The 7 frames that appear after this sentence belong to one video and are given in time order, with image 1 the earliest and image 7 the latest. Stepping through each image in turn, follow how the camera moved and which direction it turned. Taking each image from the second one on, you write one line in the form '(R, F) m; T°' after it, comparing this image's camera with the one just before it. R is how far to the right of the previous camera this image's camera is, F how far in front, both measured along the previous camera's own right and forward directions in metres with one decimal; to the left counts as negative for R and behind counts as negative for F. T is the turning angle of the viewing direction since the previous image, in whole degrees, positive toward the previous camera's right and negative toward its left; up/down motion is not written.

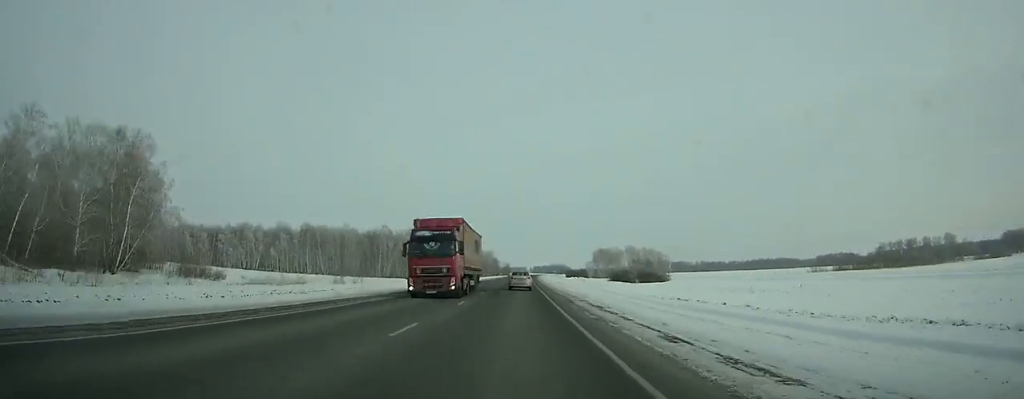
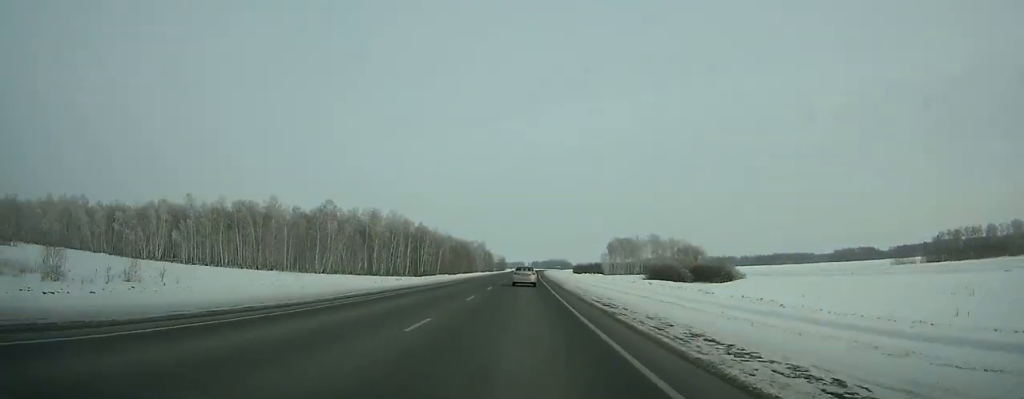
(+0.2, +69.5) m; +1°
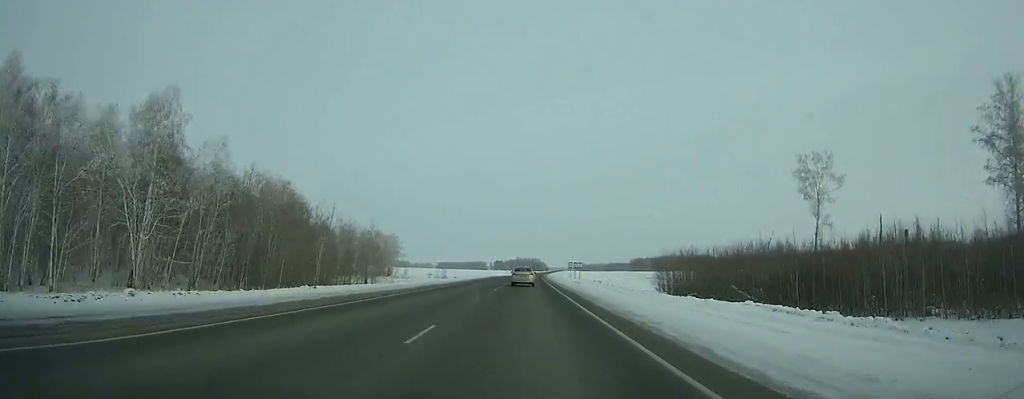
(+8.2, +288.8) m; +3°
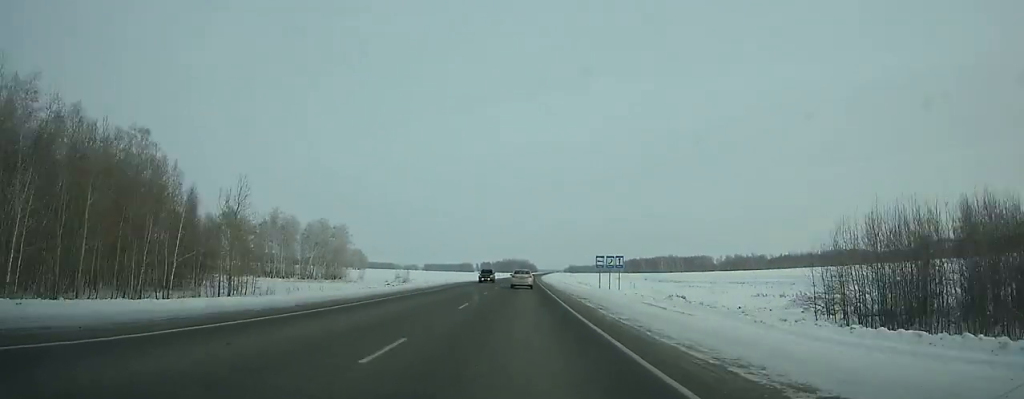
(+0.1, +50.1) m; 0°
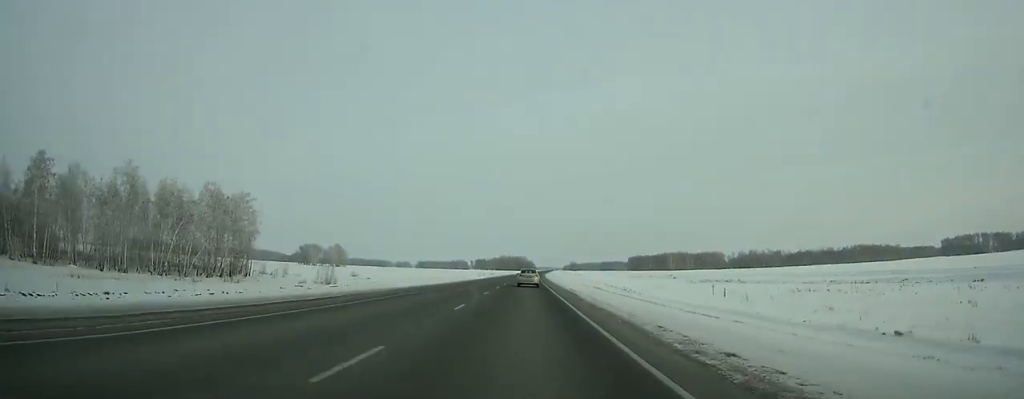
(+0.3, +61.1) m; +1°
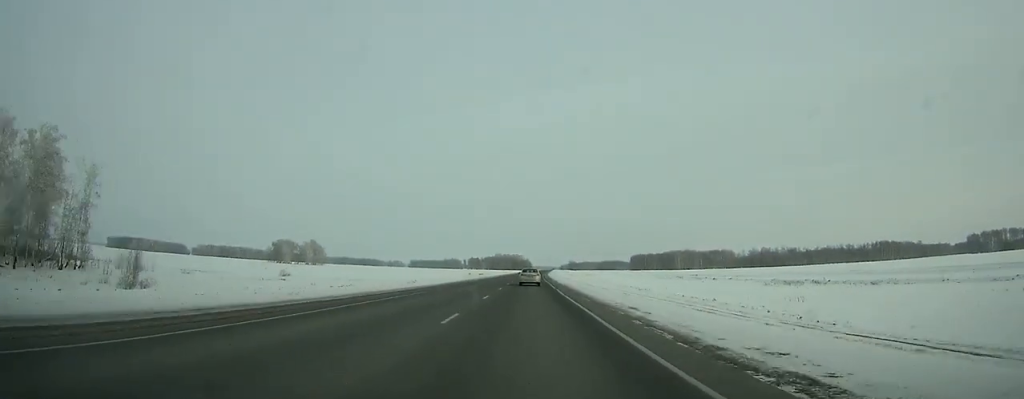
(+0.3, +52.5) m; +1°
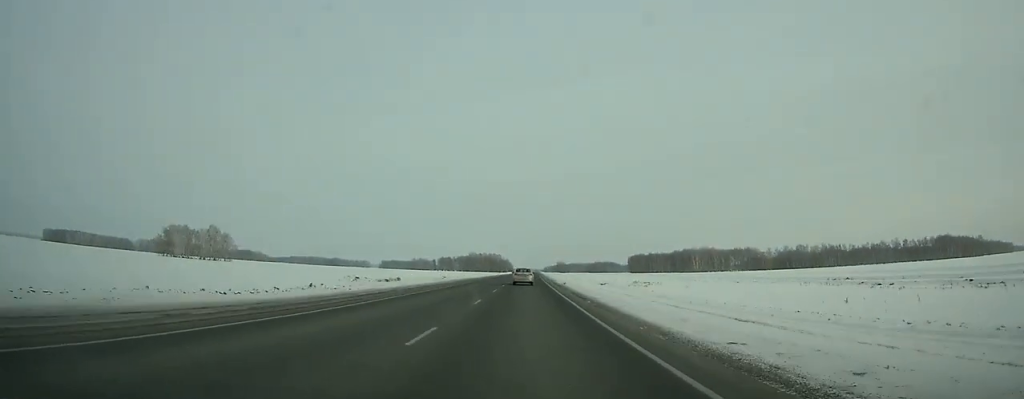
(+2.5, +134.8) m; +2°
